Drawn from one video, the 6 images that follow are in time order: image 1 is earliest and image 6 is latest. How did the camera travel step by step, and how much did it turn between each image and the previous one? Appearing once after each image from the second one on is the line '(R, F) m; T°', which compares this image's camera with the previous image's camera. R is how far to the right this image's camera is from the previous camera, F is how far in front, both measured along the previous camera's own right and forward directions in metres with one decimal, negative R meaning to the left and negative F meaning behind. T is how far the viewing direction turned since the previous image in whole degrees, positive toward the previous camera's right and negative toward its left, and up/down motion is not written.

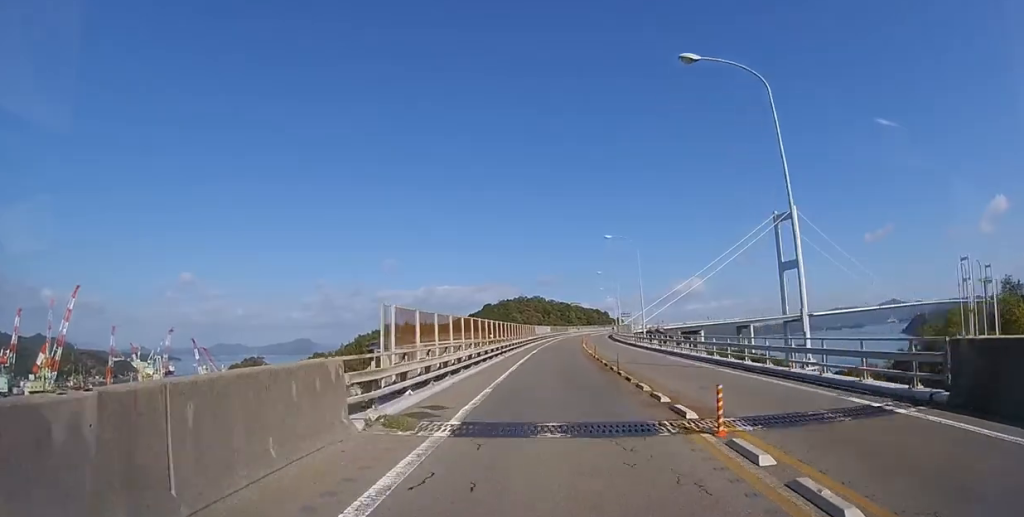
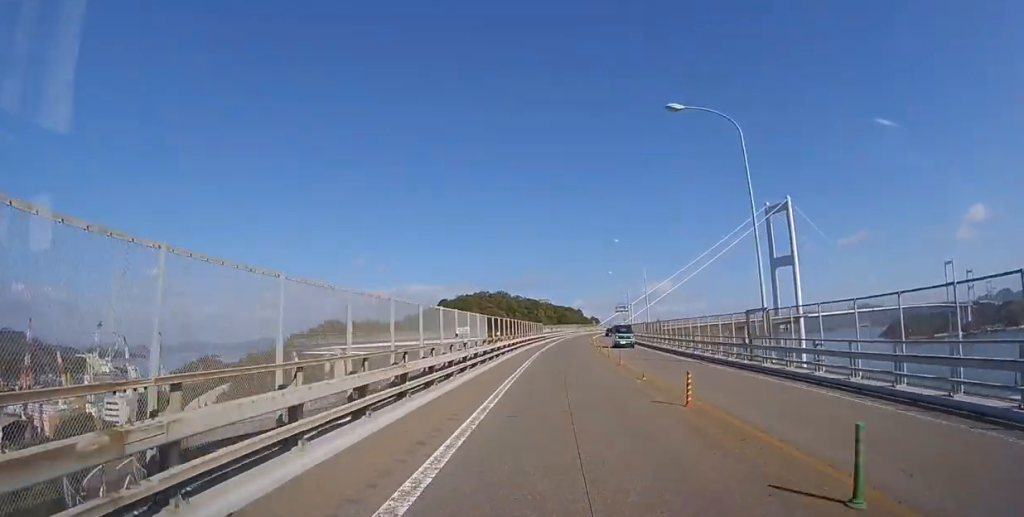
(+1.6, +57.4) m; +4°
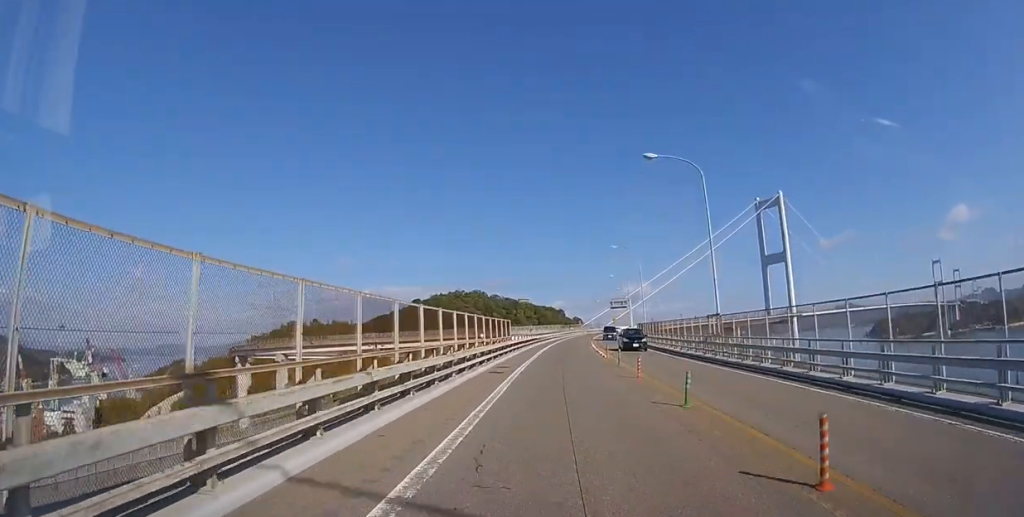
(+0.4, +25.1) m; +2°
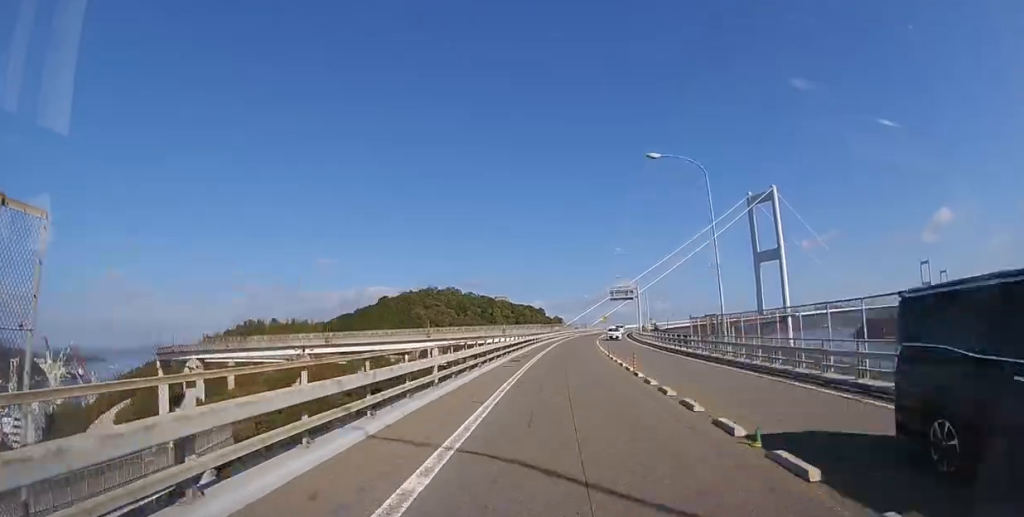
(+0.7, +28.9) m; +3°
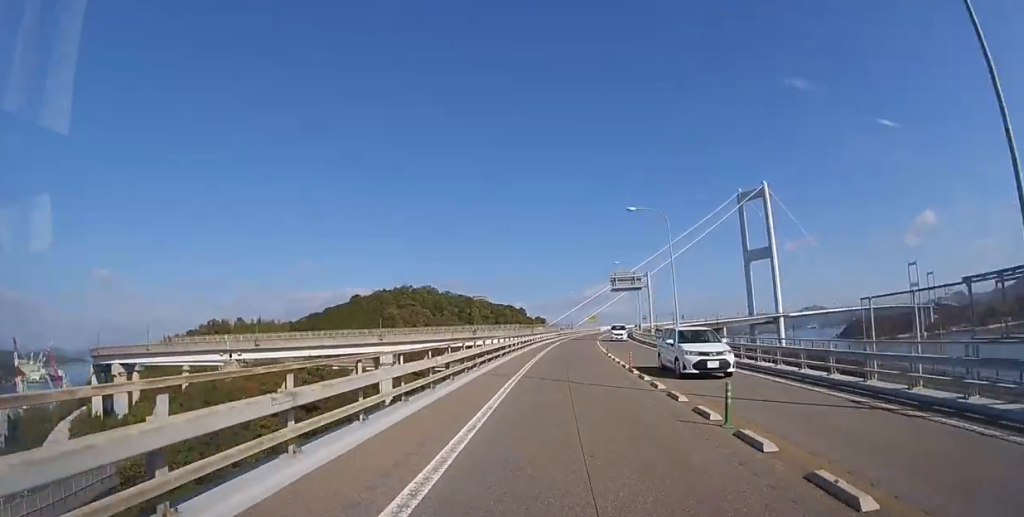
(+0.3, +18.4) m; +2°
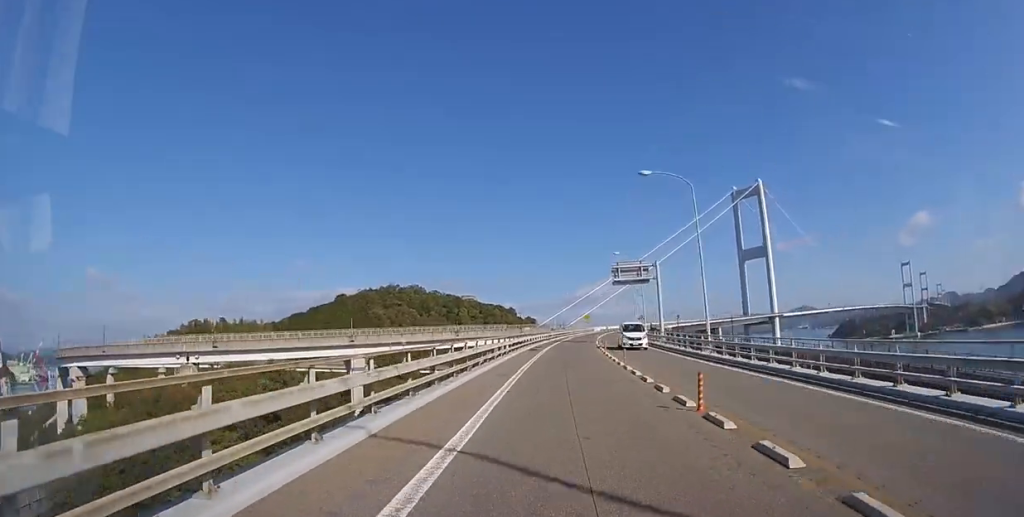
(0.0, +9.2) m; +1°
